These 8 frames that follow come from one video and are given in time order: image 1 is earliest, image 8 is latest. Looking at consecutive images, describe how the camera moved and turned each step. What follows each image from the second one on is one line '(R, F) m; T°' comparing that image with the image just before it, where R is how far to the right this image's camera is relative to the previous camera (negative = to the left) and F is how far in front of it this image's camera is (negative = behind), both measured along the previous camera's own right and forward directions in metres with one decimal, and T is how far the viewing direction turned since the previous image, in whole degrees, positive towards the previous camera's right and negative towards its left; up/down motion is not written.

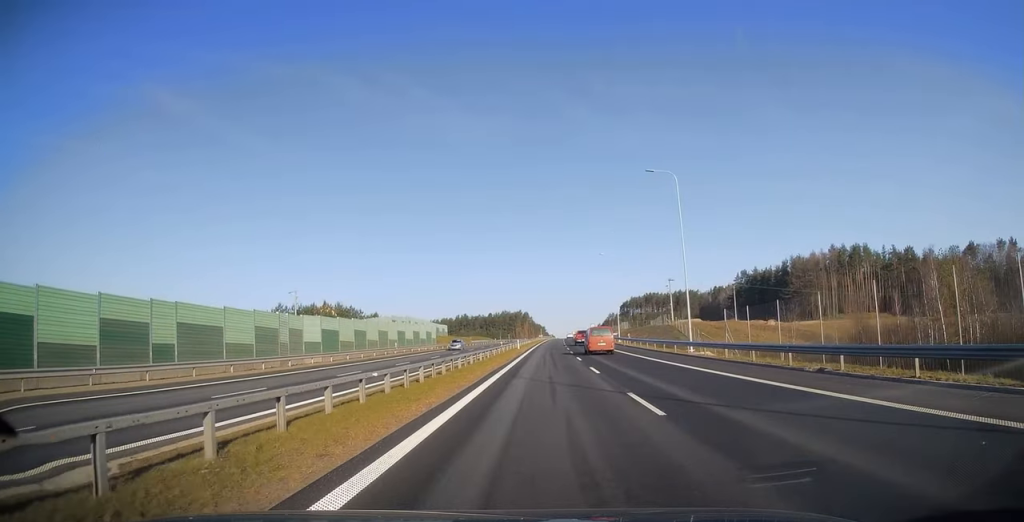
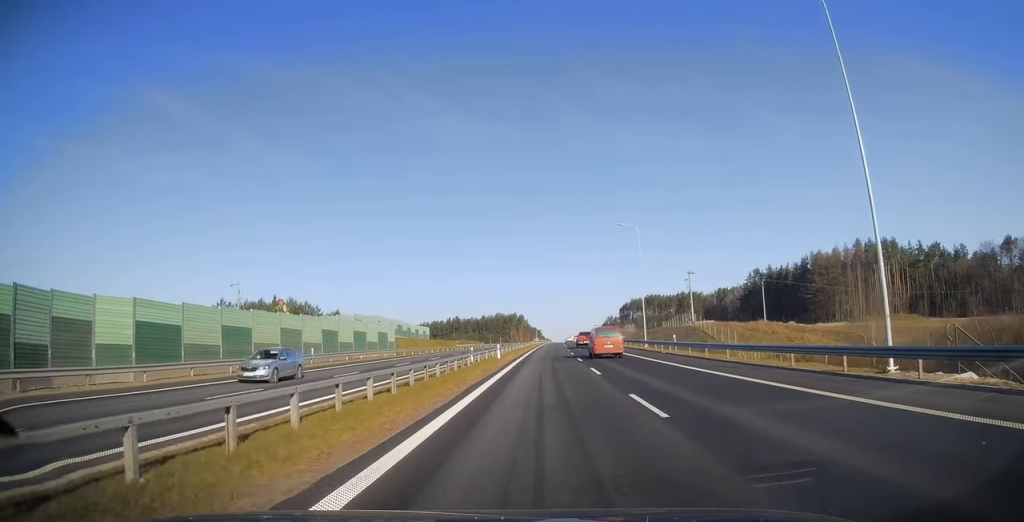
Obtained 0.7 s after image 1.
(+0.2, +24.1) m; +1°
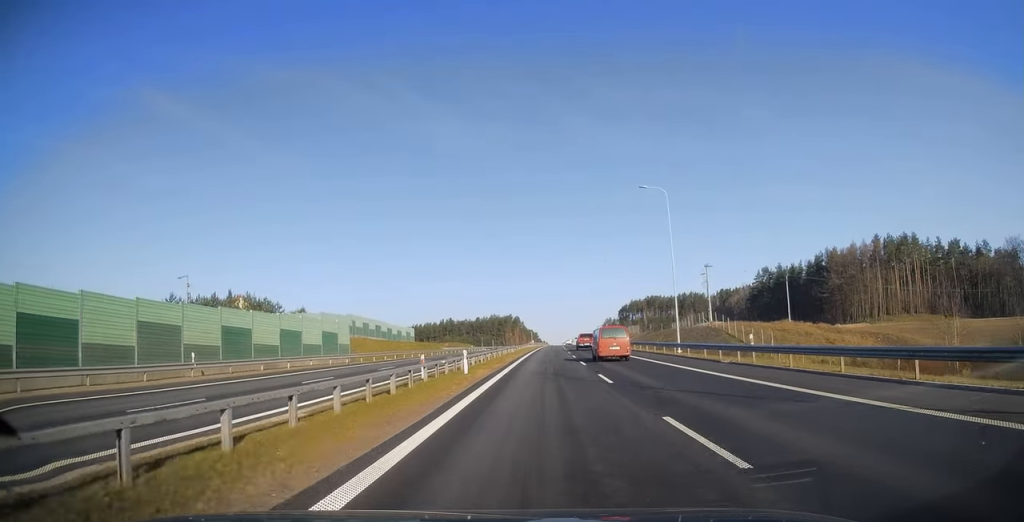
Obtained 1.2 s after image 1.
(+0.1, +15.9) m; +1°
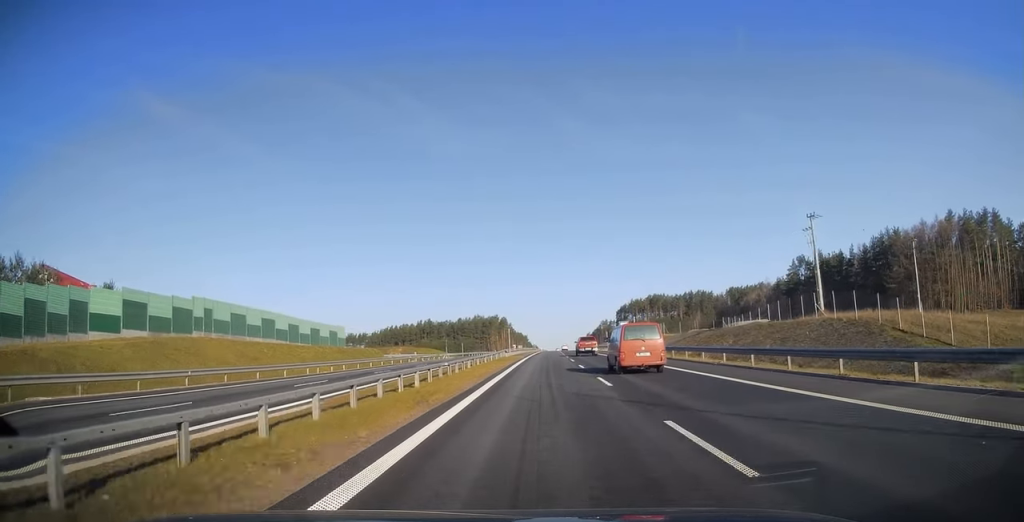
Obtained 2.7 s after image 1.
(+0.5, +48.2) m; +1°
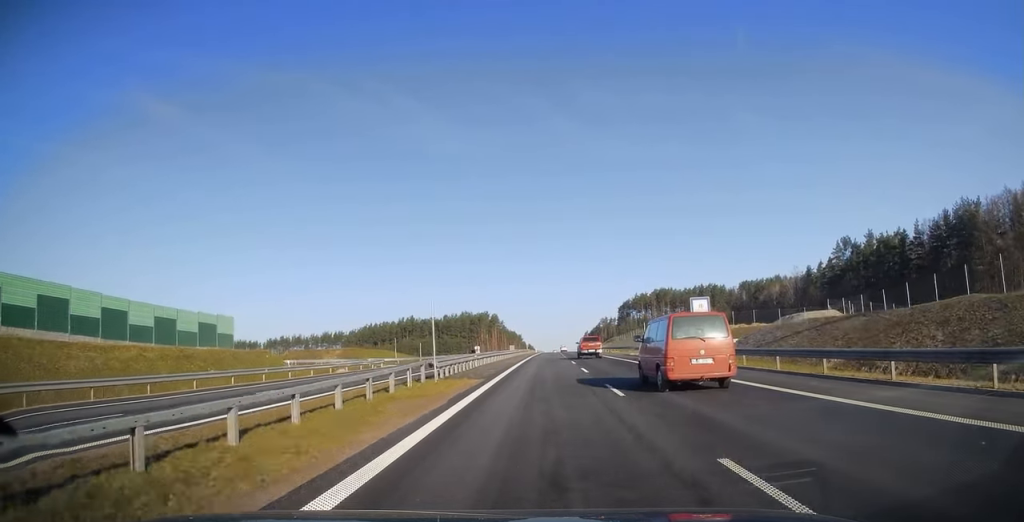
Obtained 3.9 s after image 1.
(0.0, +38.9) m; 0°
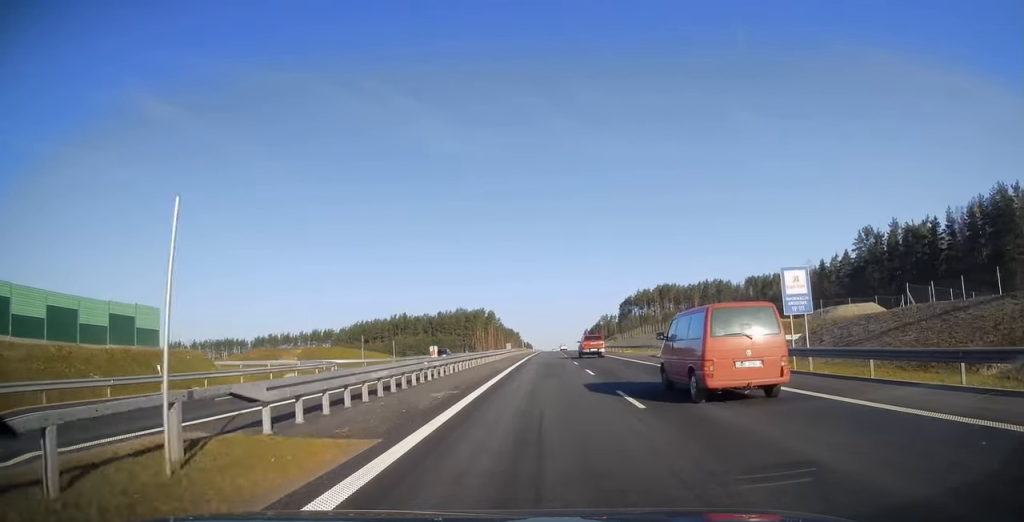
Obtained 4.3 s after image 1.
(-0.1, +14.8) m; 0°
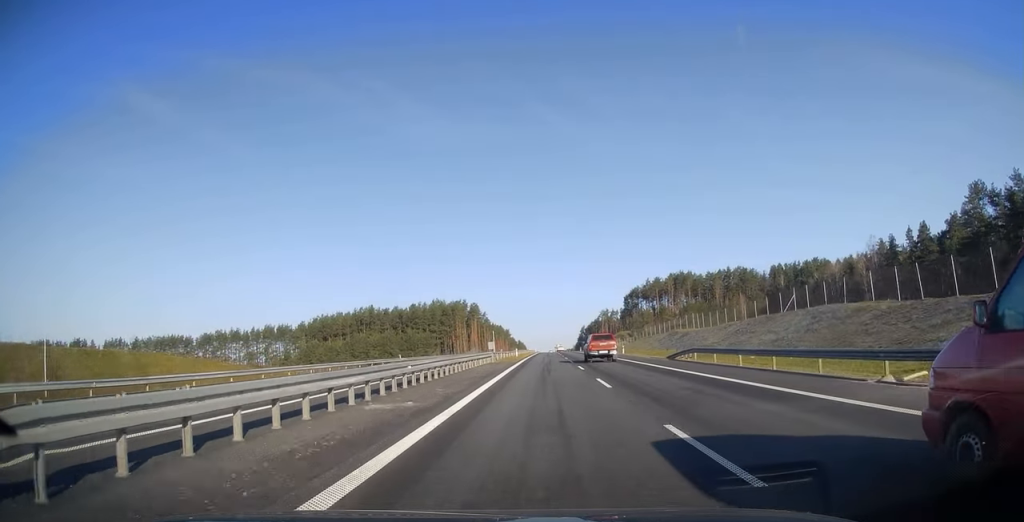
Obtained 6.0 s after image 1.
(+1.0, +54.3) m; +1°
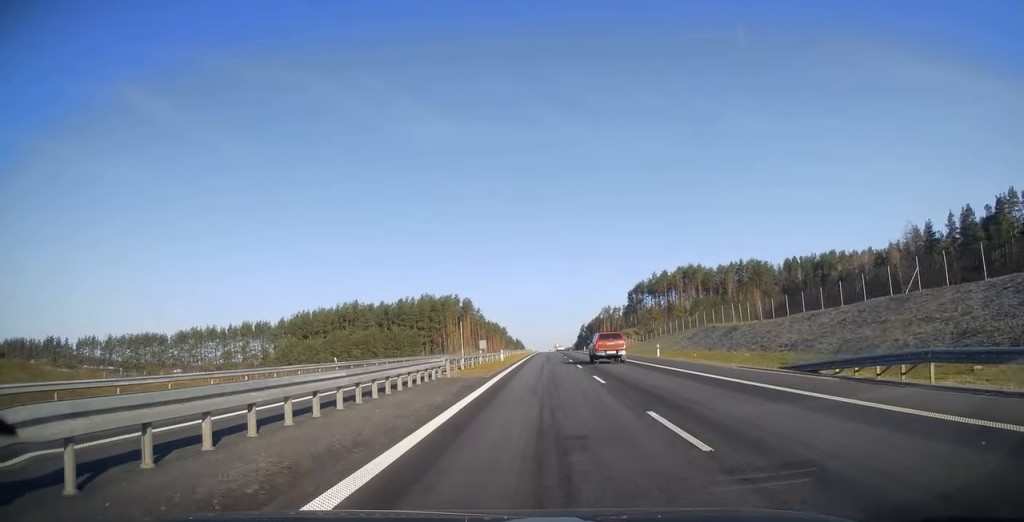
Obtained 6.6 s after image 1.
(0.0, +22.3) m; 0°
